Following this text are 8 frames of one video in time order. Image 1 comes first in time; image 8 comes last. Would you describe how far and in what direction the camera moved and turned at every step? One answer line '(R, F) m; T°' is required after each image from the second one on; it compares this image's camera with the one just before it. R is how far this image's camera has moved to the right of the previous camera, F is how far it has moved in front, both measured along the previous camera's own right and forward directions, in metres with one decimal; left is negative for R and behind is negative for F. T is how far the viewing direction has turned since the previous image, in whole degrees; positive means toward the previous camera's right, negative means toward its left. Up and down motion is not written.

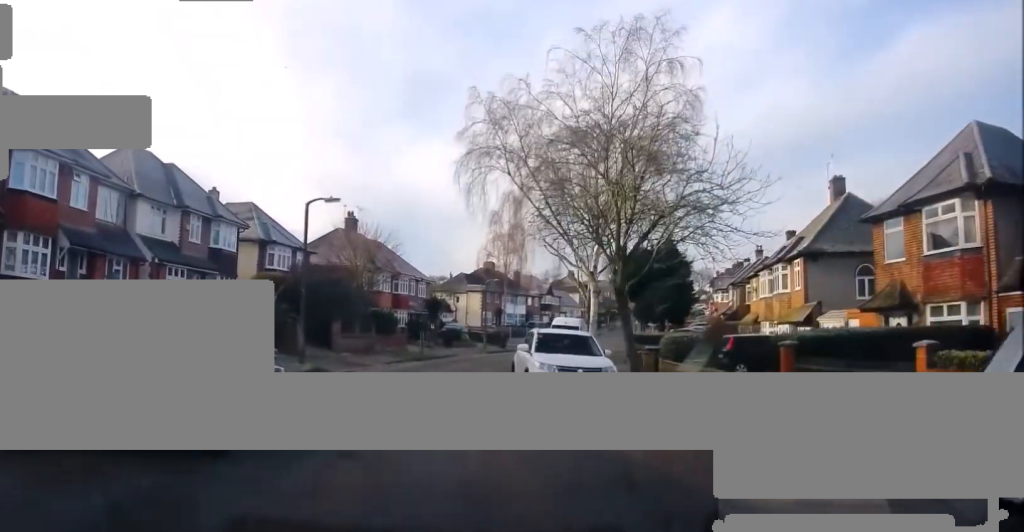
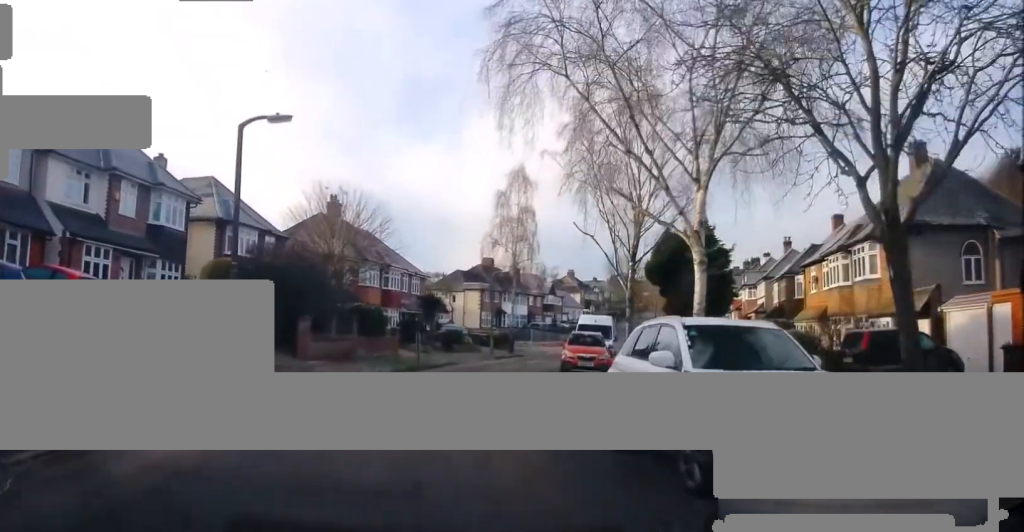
(-0.2, +7.7) m; -3°
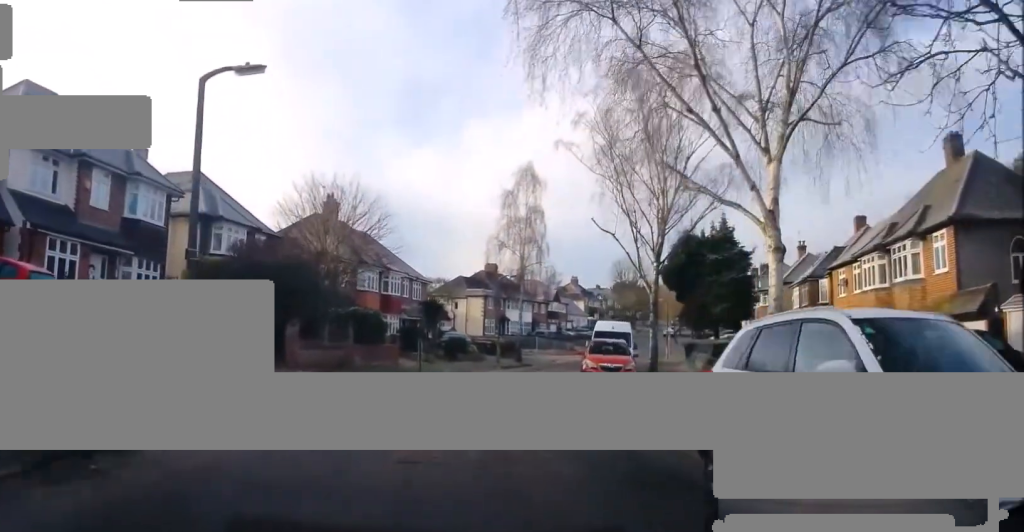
(0.0, +2.8) m; +2°
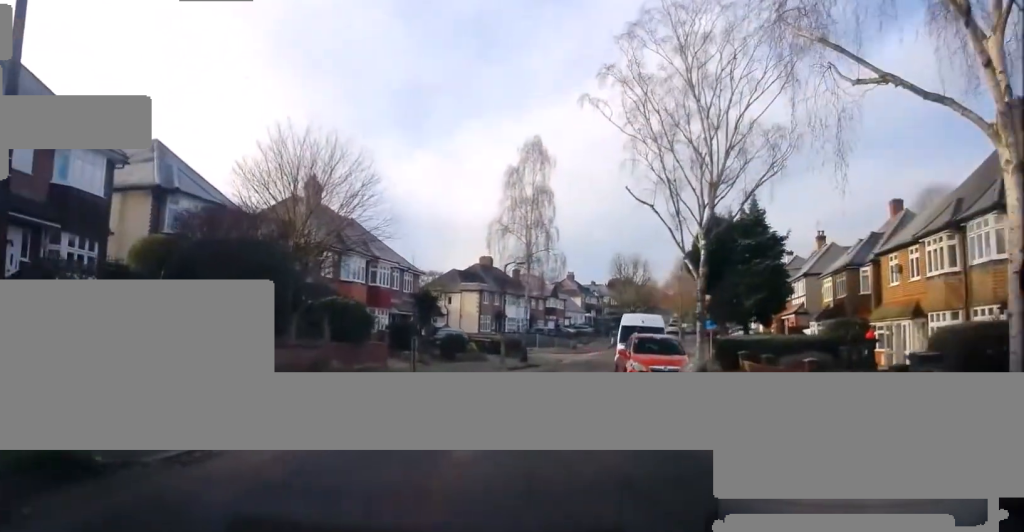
(+0.2, +5.0) m; +5°
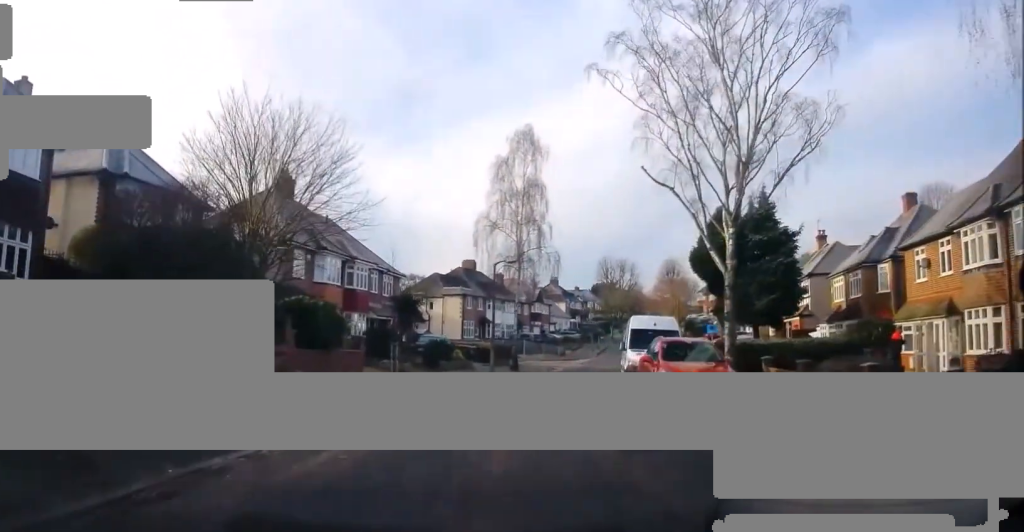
(+0.1, +3.0) m; +3°
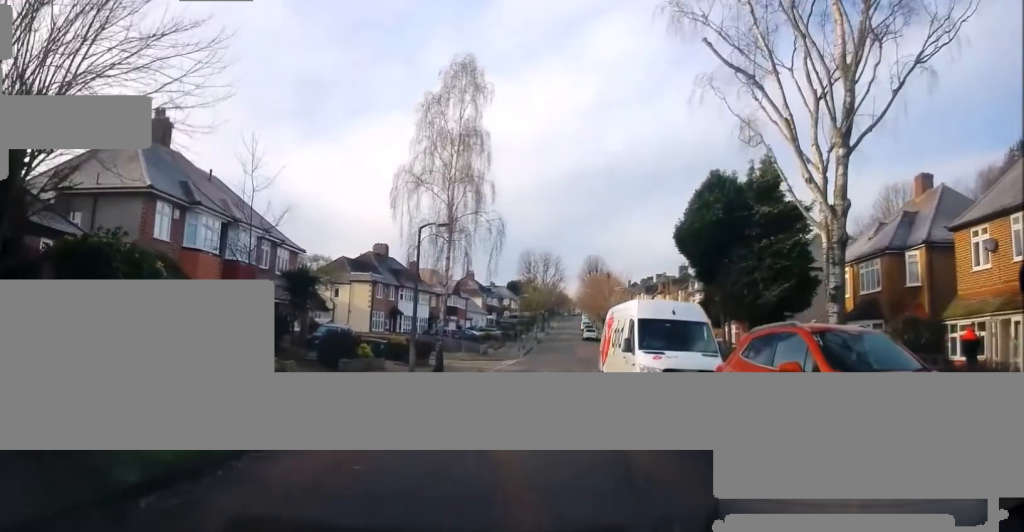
(+0.2, +7.9) m; 0°
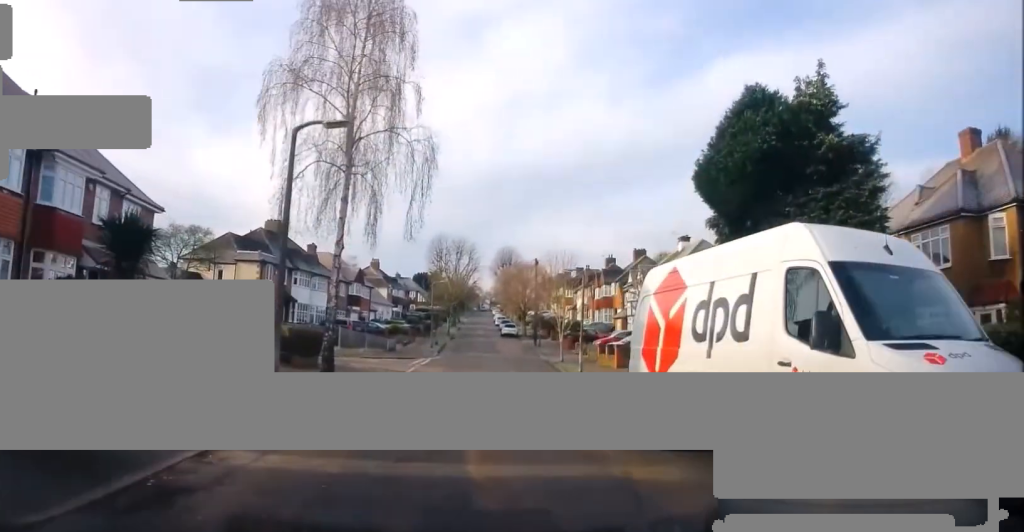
(-0.1, +9.5) m; +6°
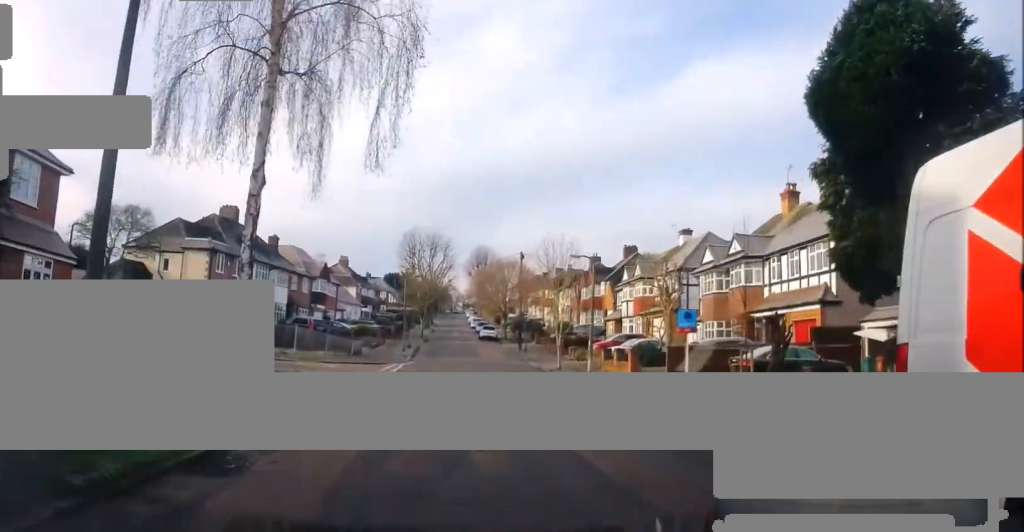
(+0.7, +6.4) m; +6°
